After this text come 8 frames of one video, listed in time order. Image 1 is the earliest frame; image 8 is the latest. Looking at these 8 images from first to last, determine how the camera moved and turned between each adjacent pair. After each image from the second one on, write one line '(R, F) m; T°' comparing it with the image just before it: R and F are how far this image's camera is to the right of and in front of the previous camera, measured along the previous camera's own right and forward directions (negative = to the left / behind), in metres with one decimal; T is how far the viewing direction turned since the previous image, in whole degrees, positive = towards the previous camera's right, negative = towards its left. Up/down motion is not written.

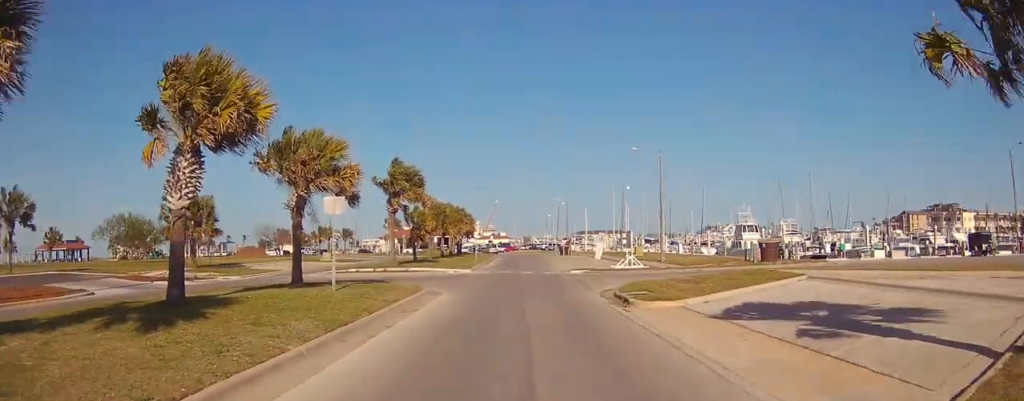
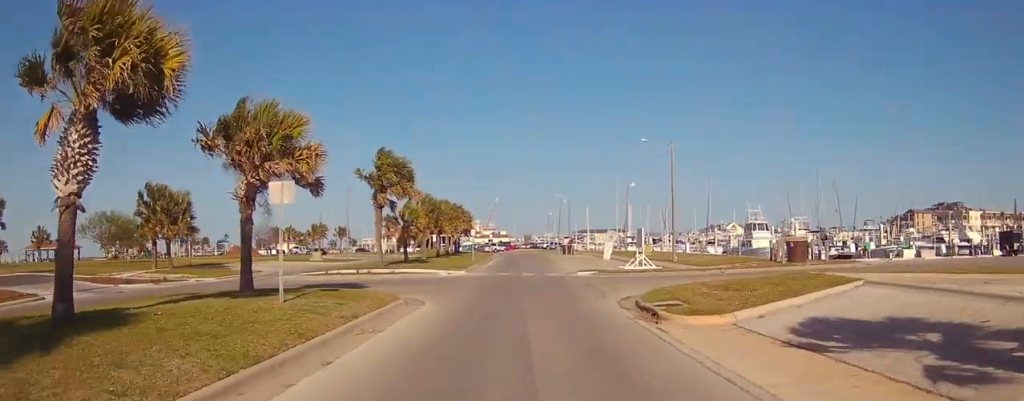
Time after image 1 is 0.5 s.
(0.0, +4.1) m; 0°
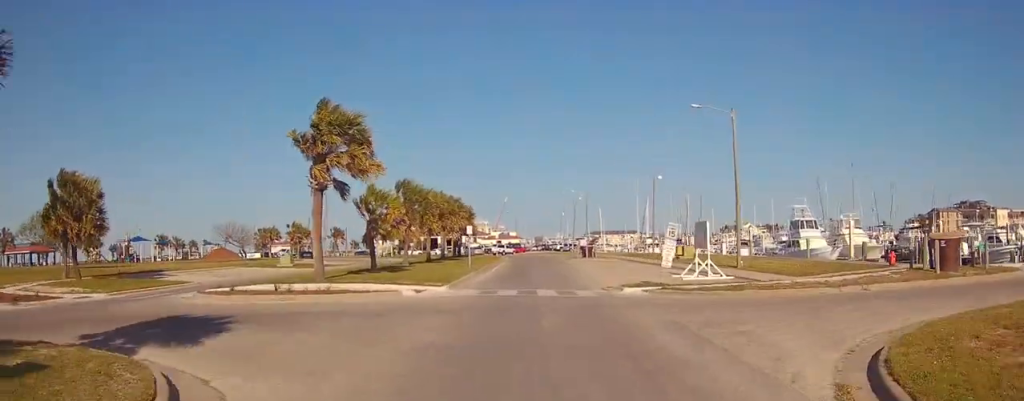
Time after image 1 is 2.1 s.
(0.0, +12.8) m; 0°
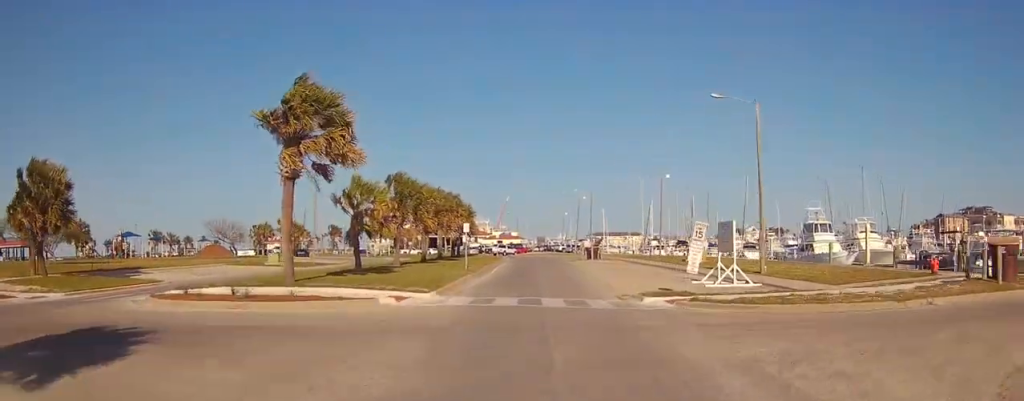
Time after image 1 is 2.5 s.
(0.0, +3.5) m; 0°
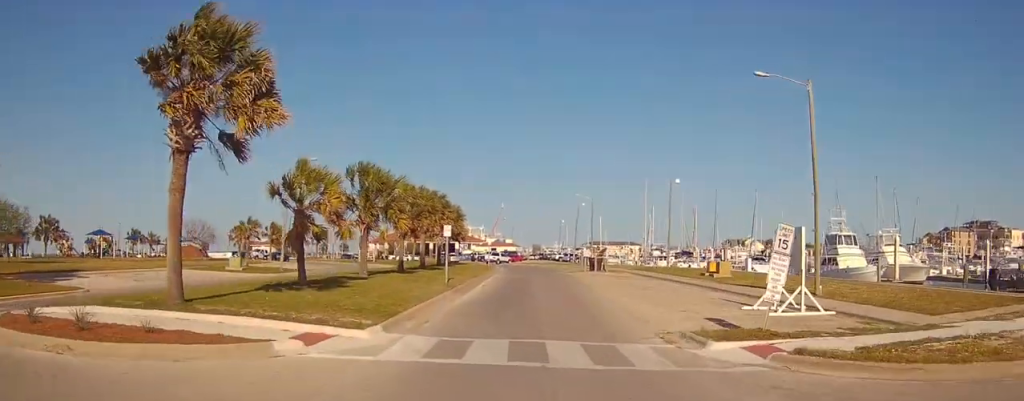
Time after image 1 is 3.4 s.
(0.0, +7.2) m; +1°
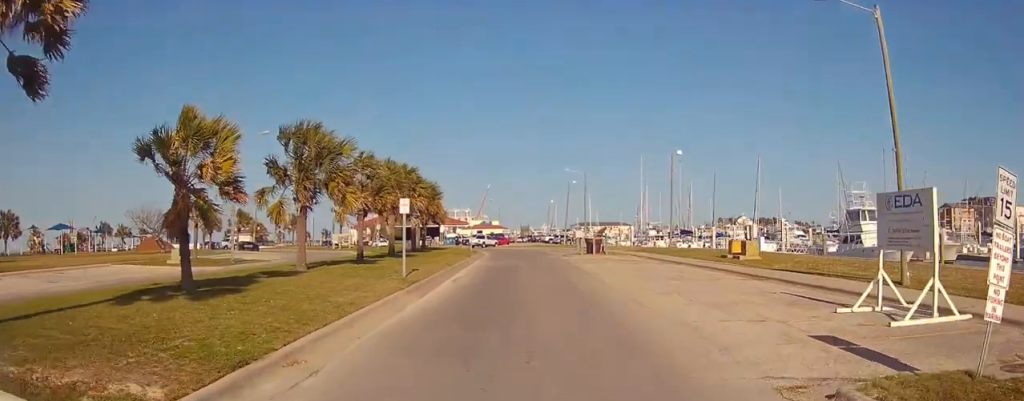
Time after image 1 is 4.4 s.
(+0.1, +7.8) m; +1°
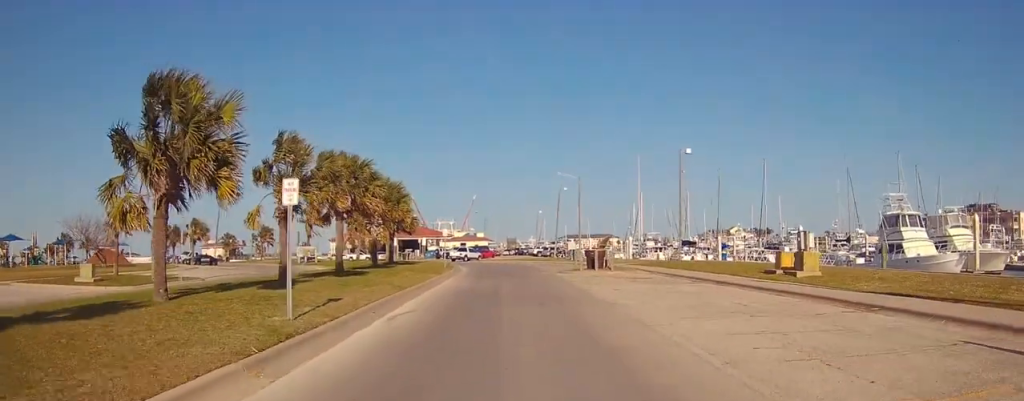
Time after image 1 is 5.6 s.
(0.0, +9.7) m; 0°
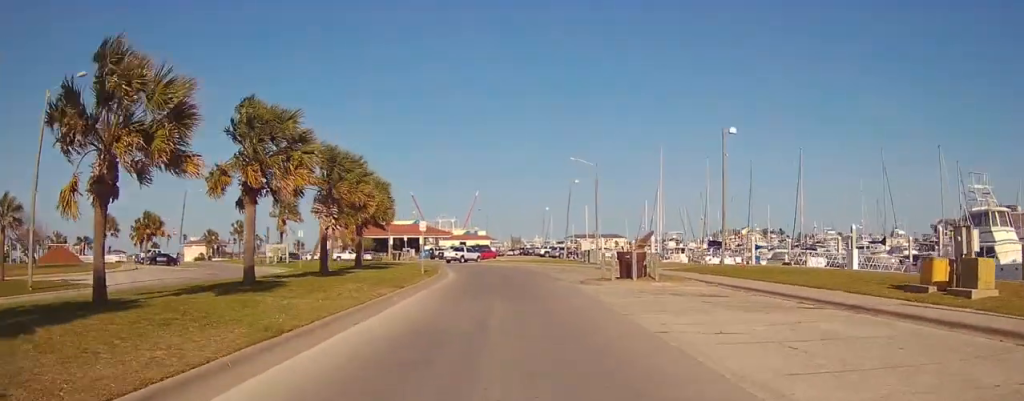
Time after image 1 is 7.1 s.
(0.0, +12.3) m; 0°
